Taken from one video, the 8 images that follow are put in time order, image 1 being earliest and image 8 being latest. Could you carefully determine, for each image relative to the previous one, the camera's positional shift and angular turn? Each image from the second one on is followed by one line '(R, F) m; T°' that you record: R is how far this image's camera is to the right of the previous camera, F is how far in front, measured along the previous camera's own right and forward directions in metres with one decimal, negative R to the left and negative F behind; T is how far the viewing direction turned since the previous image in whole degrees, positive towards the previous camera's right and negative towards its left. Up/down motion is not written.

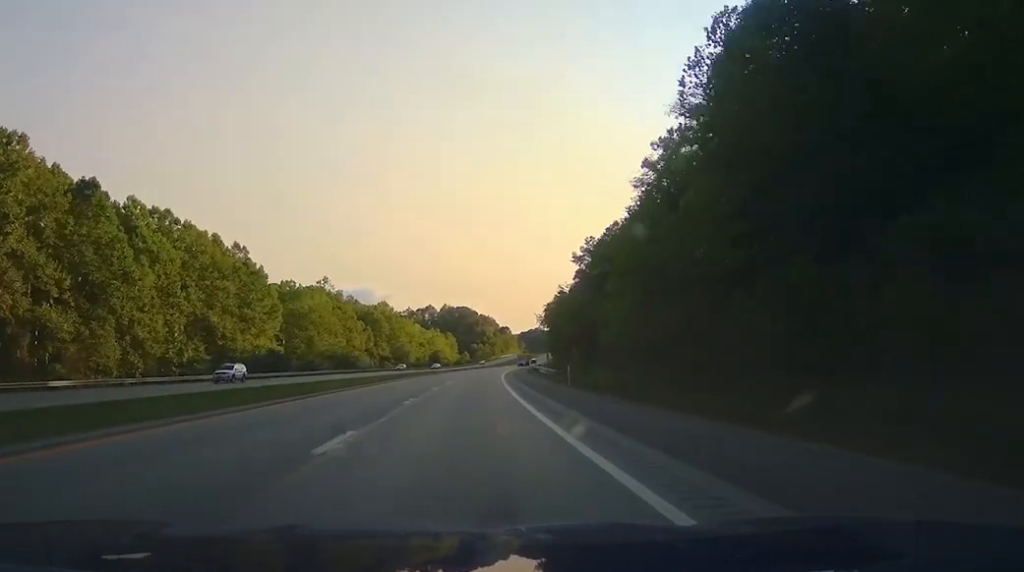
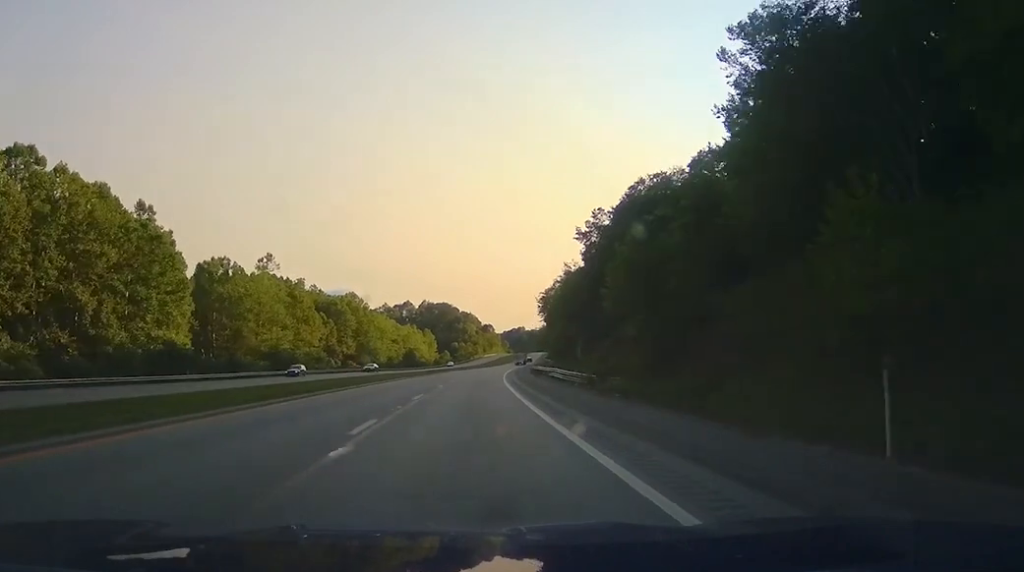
(-0.1, +34.2) m; 0°
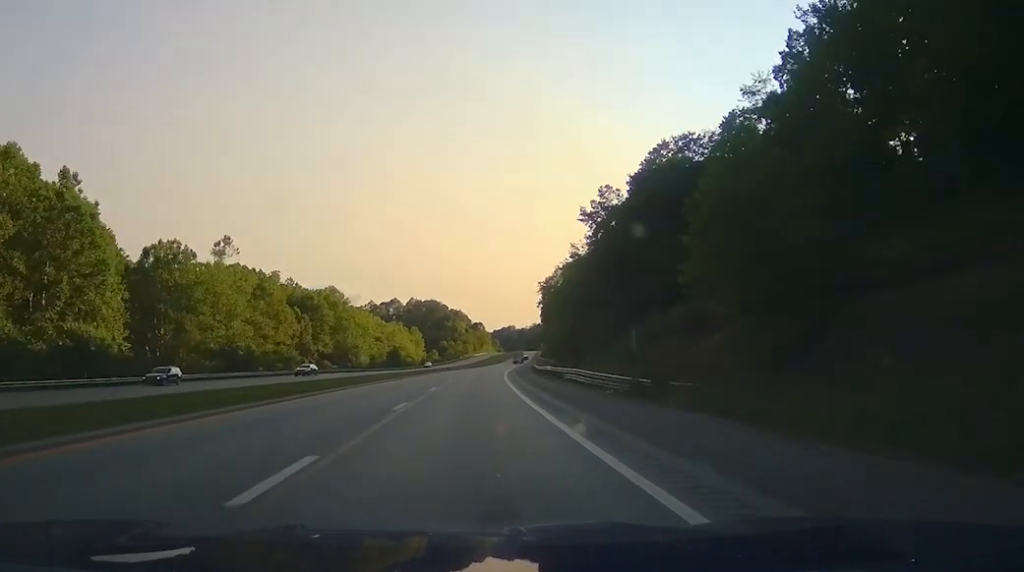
(-0.4, +18.4) m; +1°
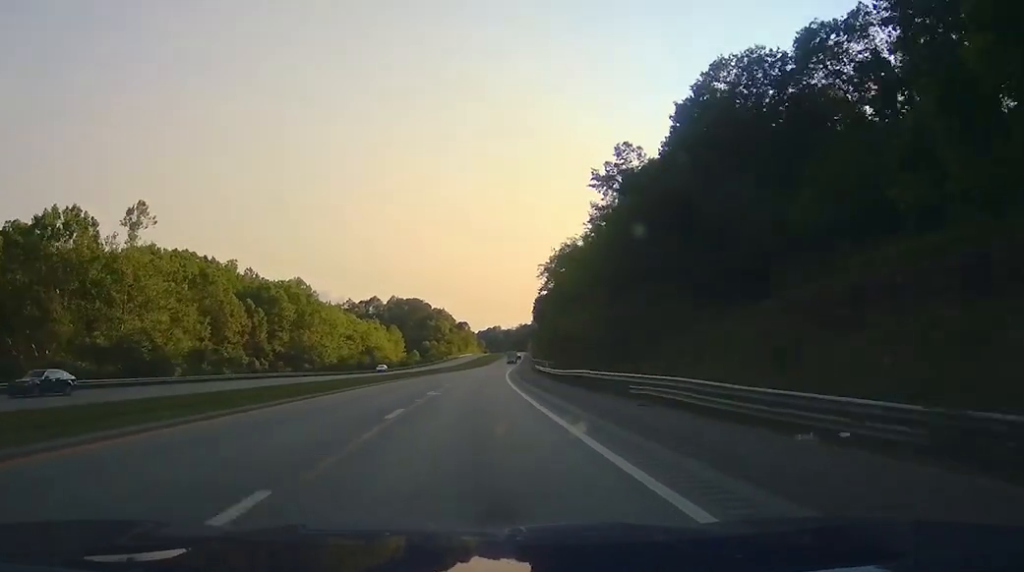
(+0.9, +26.8) m; +2°
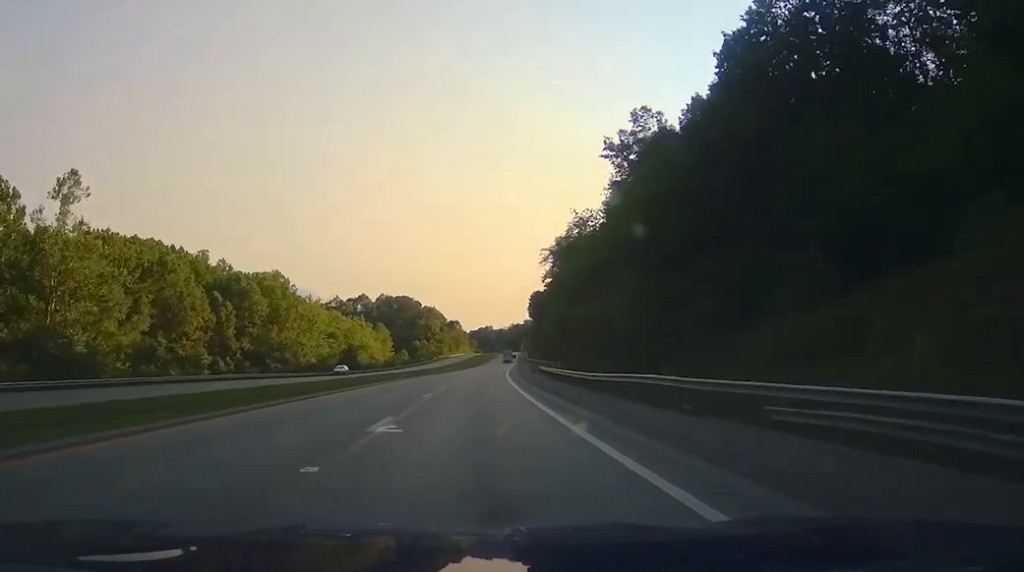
(+0.3, +15.2) m; +1°
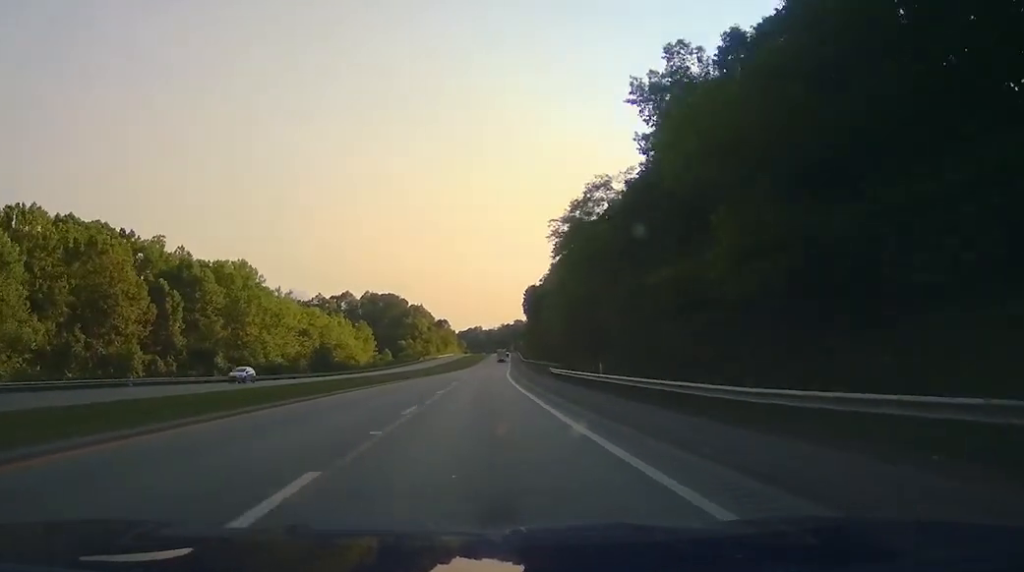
(0.0, +20.1) m; +1°
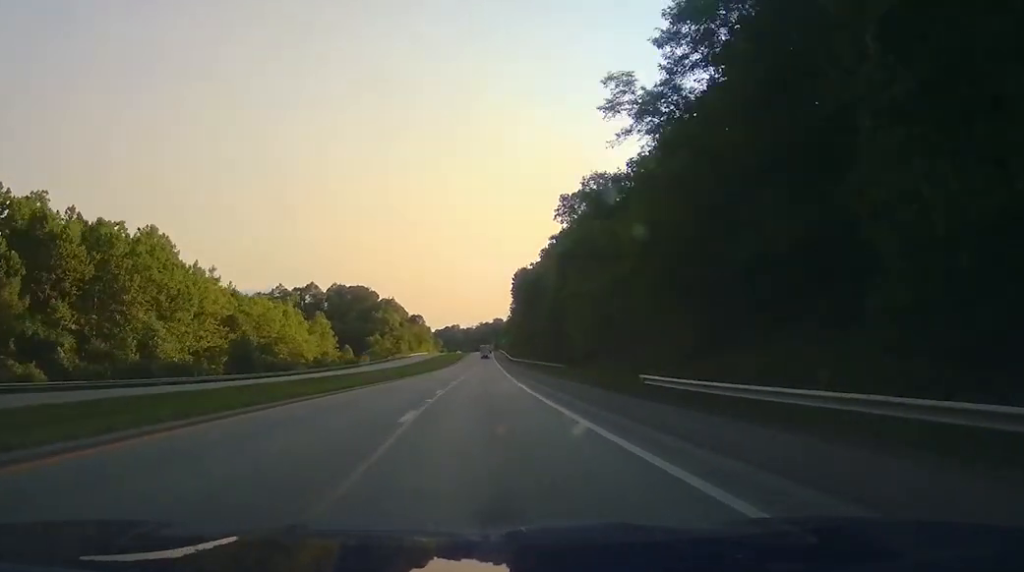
(+0.5, +39.3) m; +3°
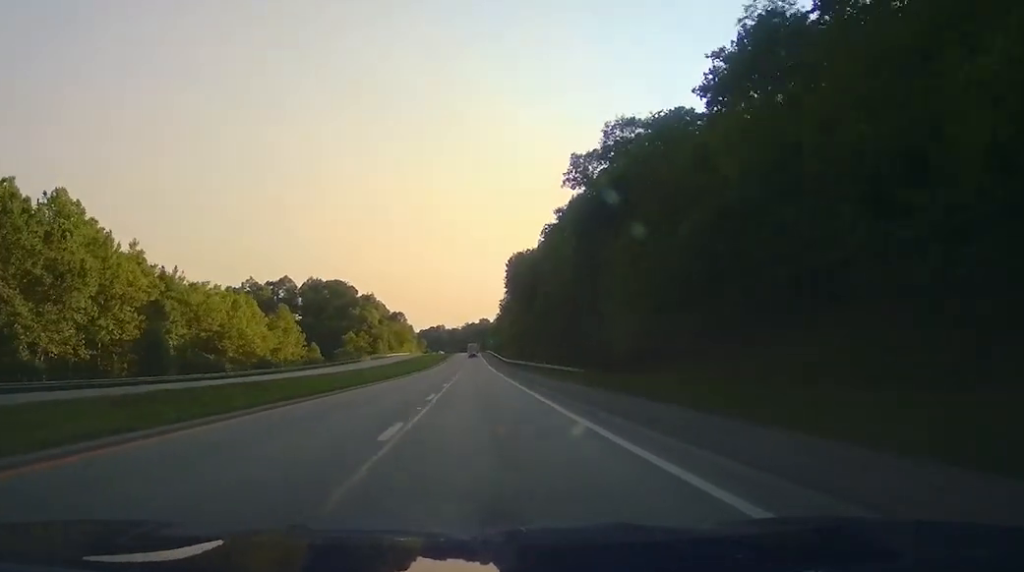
(+0.7, +27.7) m; +2°
